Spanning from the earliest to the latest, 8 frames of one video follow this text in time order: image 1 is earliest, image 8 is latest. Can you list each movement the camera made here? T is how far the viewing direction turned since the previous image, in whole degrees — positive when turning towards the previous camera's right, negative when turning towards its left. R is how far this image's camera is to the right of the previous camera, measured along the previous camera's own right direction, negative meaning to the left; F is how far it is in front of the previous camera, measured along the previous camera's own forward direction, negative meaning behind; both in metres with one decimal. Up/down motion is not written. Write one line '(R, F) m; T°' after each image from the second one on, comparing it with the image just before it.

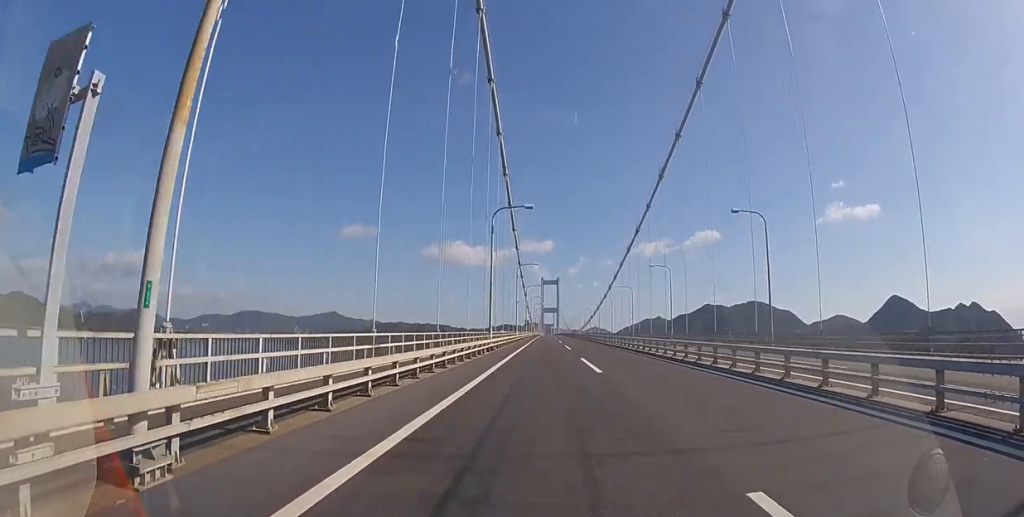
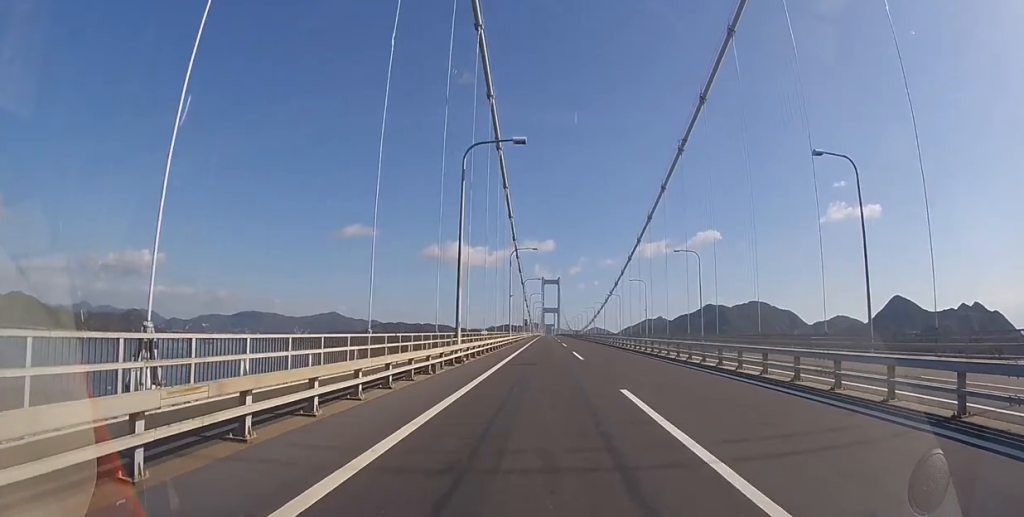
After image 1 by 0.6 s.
(0.0, +12.1) m; 0°
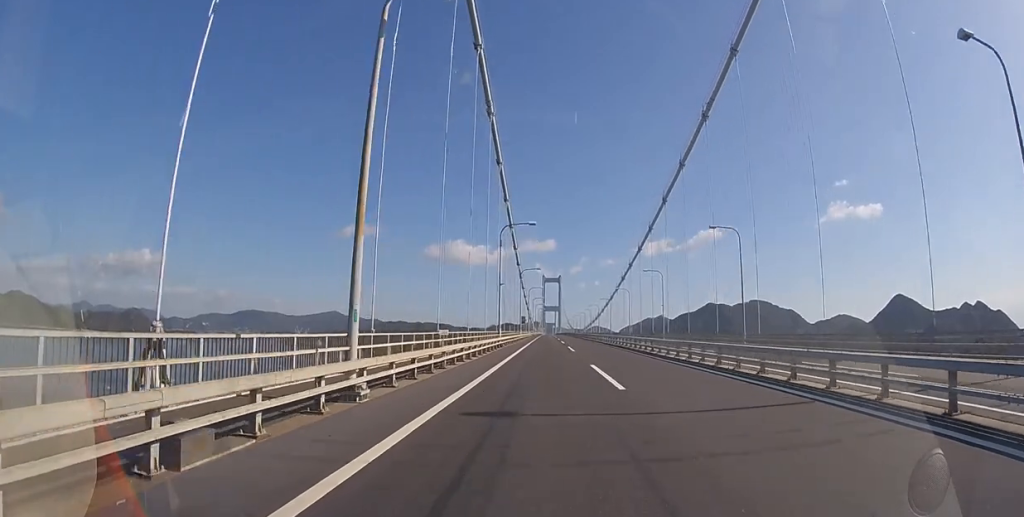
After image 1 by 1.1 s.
(0.0, +12.1) m; 0°
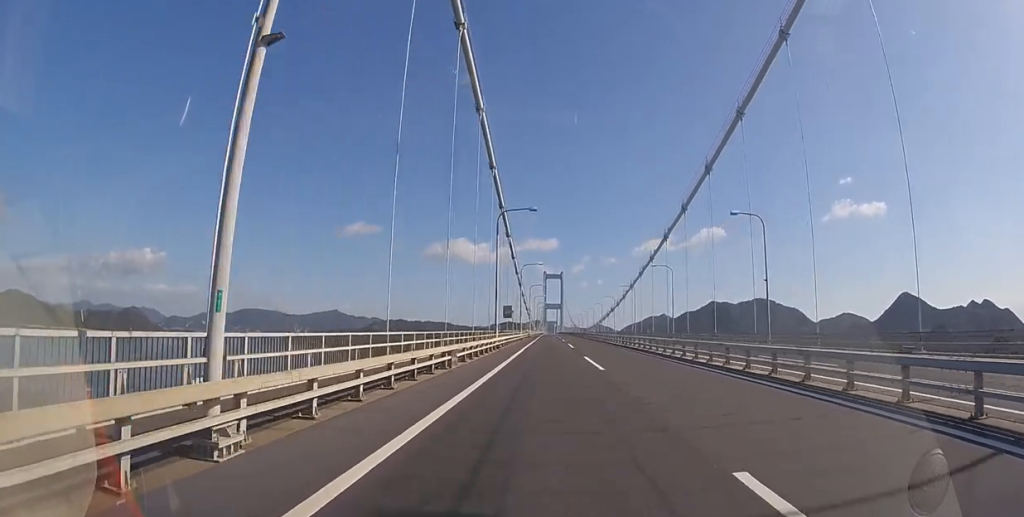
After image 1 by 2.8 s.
(-0.1, +34.9) m; 0°
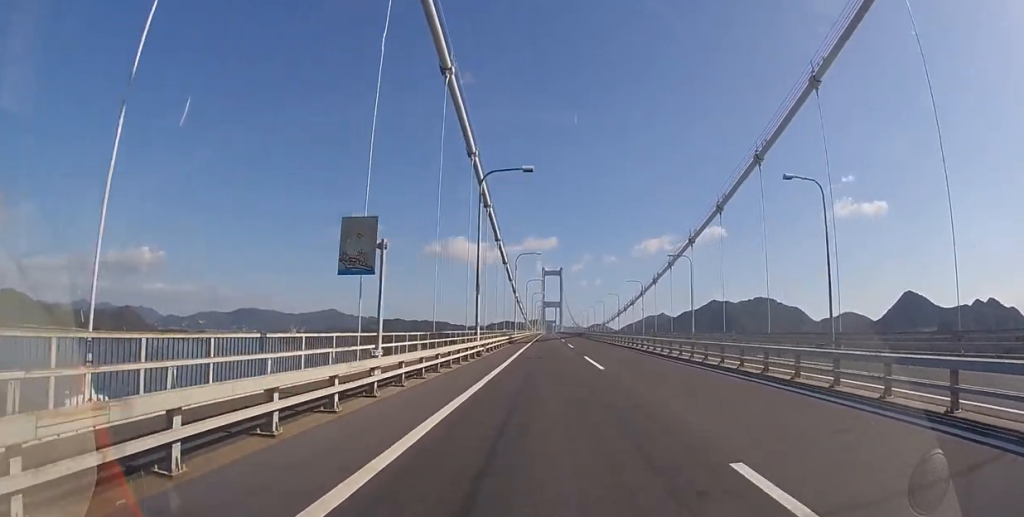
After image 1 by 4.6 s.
(0.0, +39.3) m; 0°
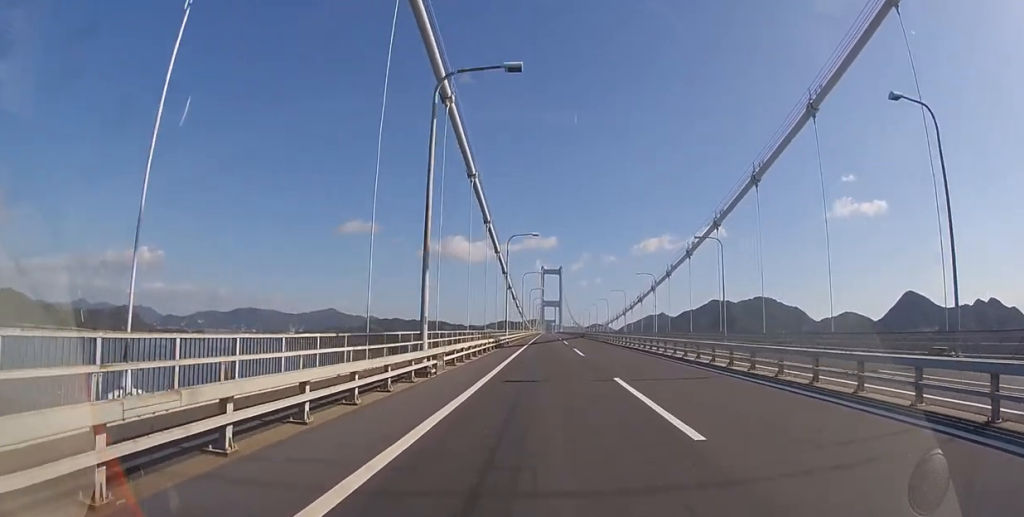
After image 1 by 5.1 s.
(0.0, +11.4) m; 0°
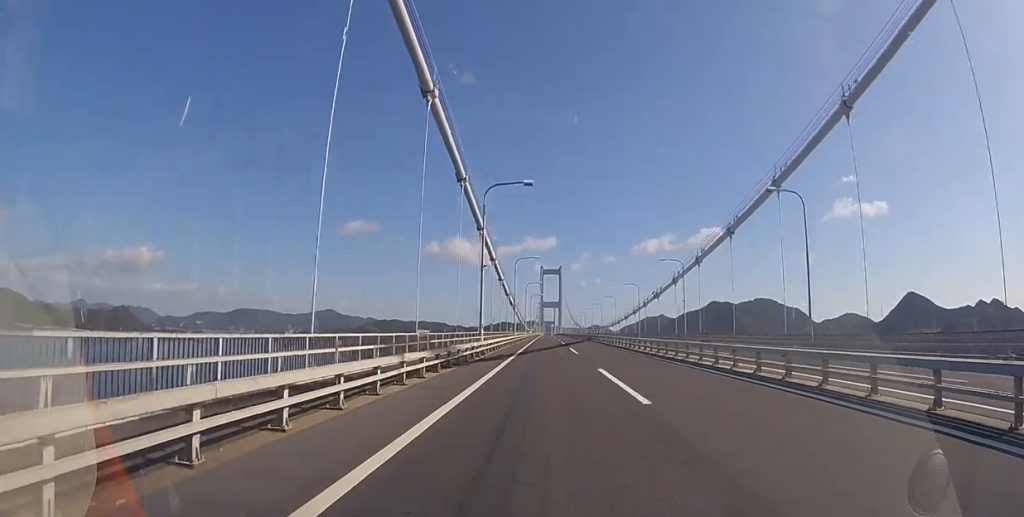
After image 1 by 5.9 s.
(0.0, +16.5) m; 0°
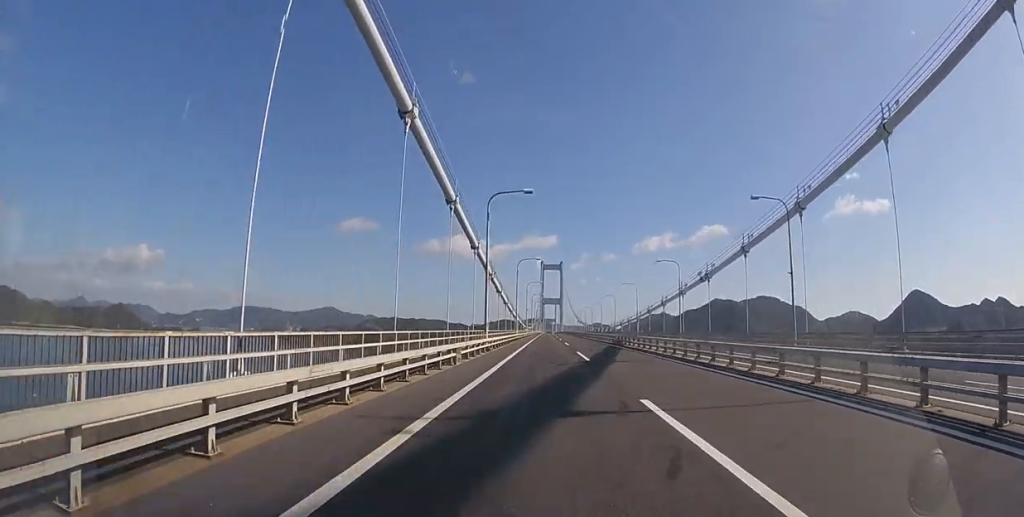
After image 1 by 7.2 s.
(0.0, +28.0) m; 0°
